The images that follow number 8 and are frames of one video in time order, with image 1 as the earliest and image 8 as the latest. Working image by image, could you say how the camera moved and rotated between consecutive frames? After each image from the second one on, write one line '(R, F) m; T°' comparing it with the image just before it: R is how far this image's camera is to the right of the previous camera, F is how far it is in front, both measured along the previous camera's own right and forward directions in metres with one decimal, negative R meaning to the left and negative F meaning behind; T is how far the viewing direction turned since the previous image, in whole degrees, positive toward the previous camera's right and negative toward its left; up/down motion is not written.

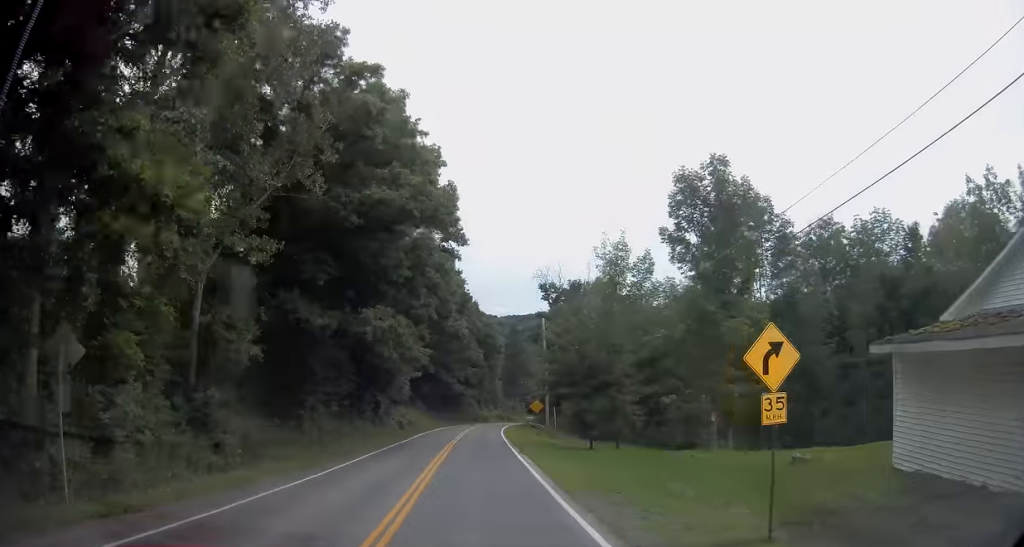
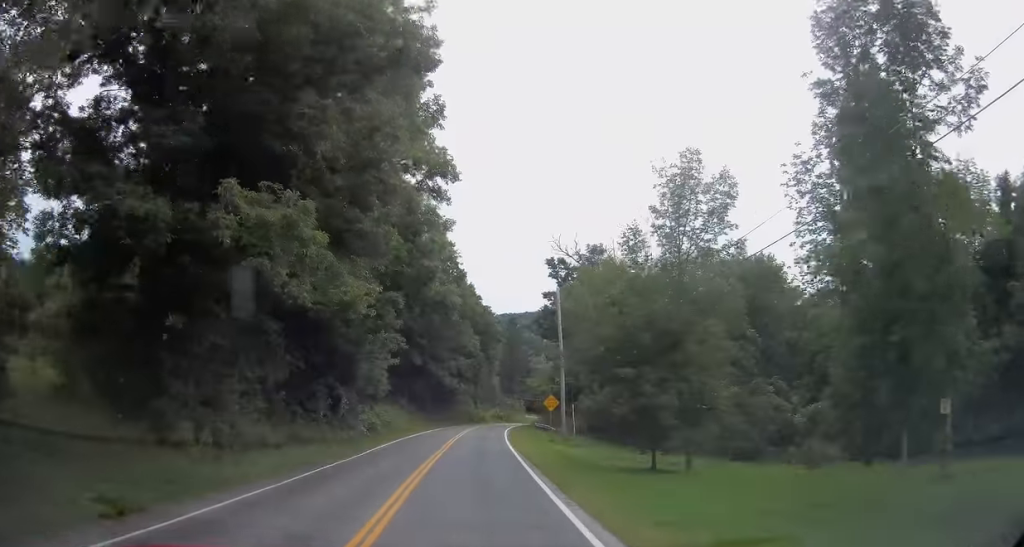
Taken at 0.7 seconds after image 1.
(+0.3, +13.7) m; 0°
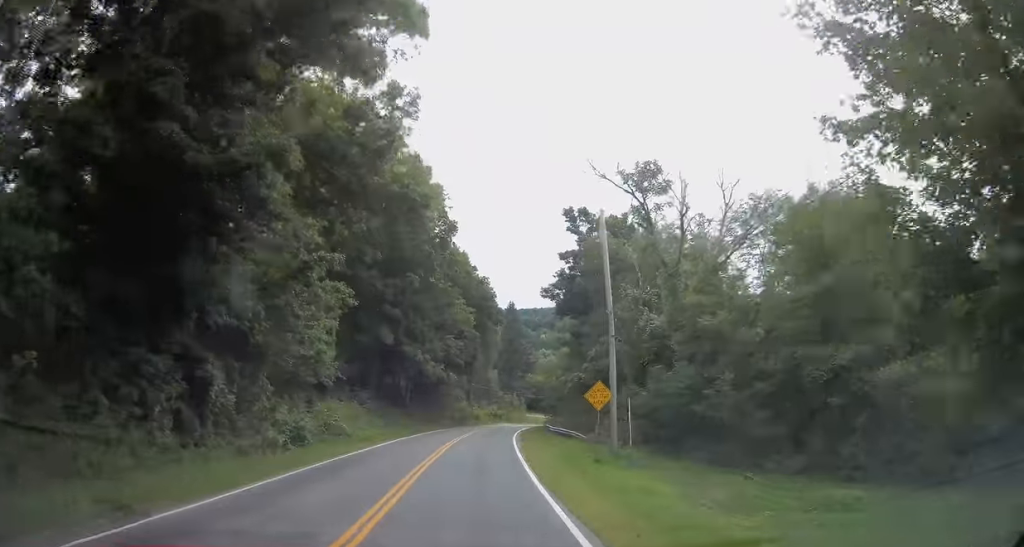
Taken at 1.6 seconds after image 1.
(-0.2, +18.3) m; 0°
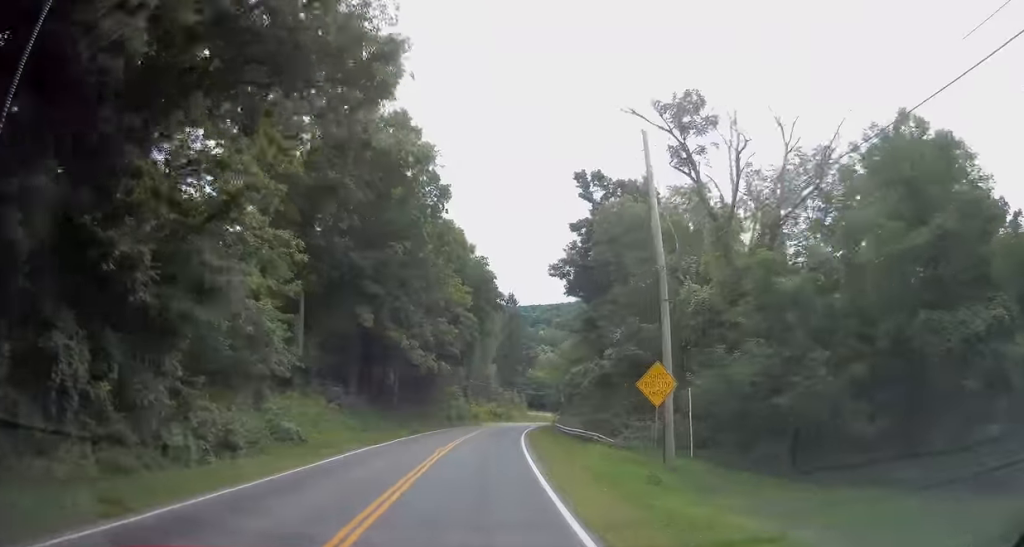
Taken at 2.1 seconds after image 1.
(-0.1, +8.4) m; 0°
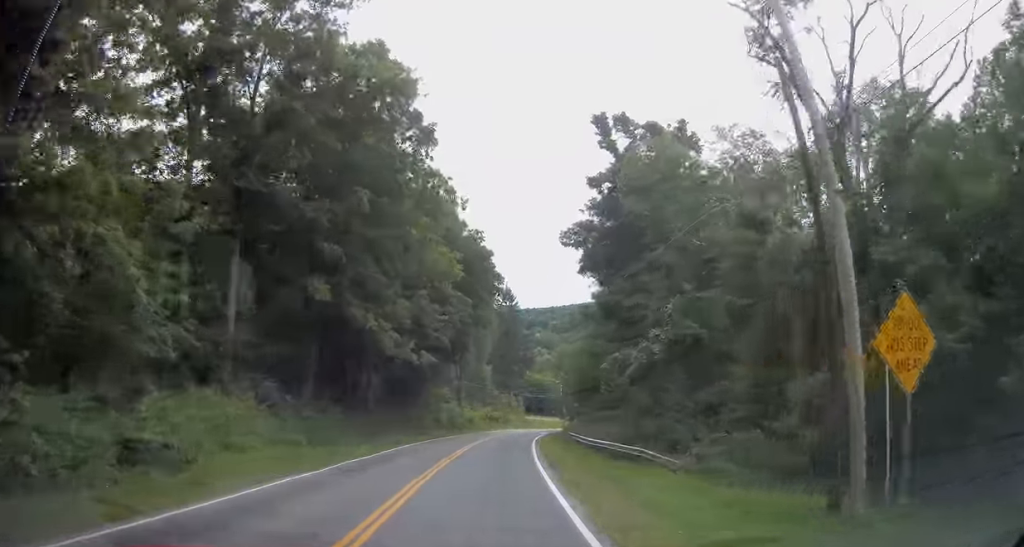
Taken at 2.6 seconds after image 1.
(+0.2, +10.6) m; +2°
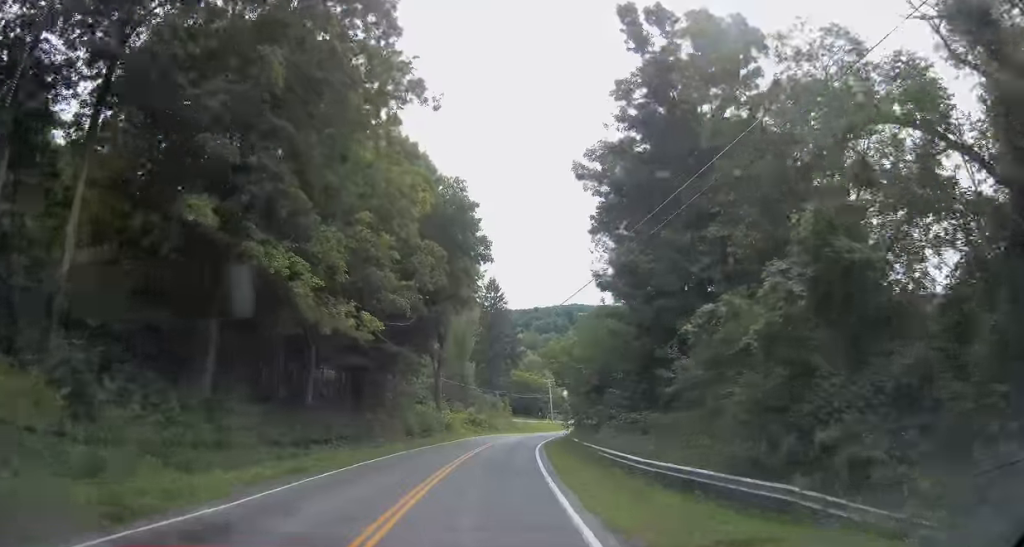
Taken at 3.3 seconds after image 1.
(+0.2, +12.2) m; +2°
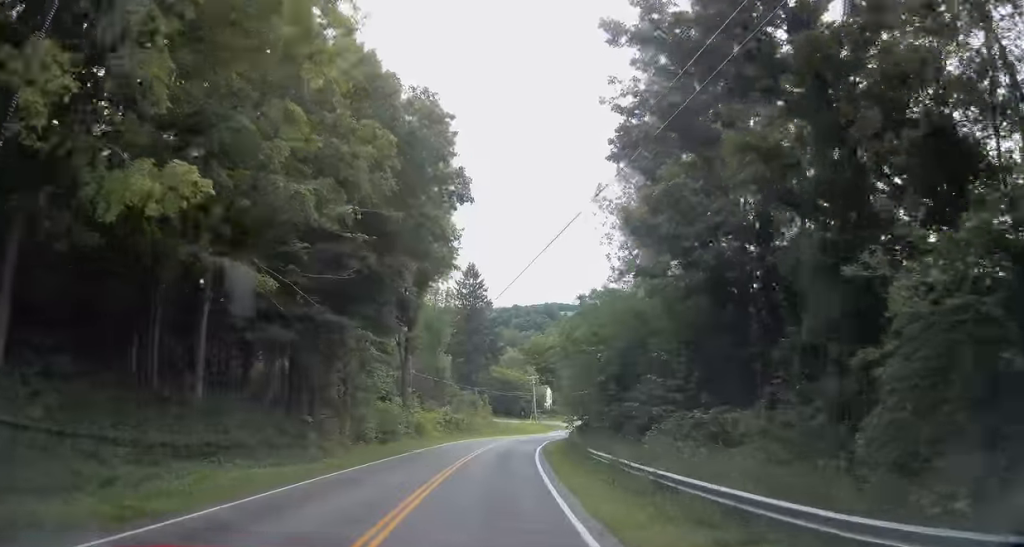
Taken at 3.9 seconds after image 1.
(+0.1, +11.4) m; +2°
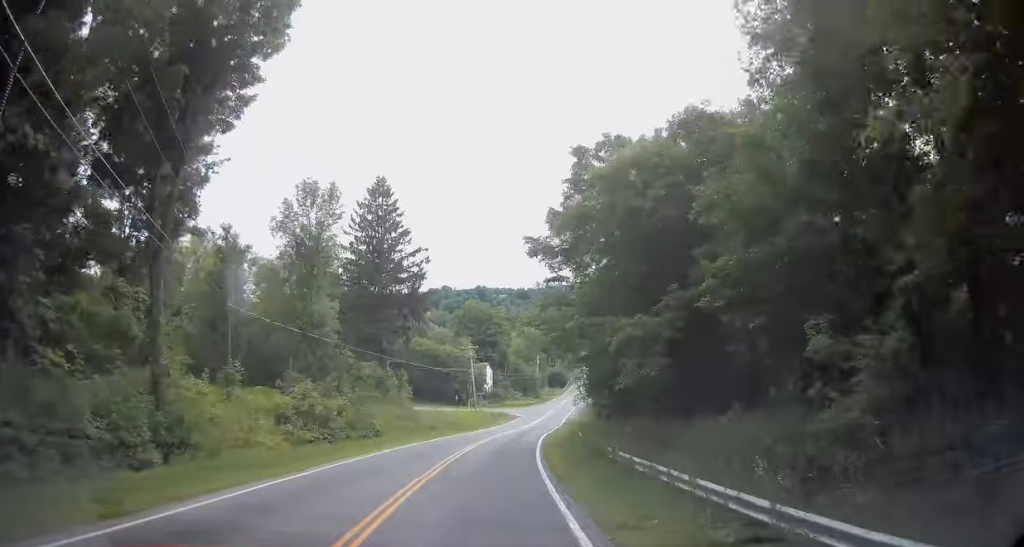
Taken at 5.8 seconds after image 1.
(+2.0, +34.3) m; +7°
